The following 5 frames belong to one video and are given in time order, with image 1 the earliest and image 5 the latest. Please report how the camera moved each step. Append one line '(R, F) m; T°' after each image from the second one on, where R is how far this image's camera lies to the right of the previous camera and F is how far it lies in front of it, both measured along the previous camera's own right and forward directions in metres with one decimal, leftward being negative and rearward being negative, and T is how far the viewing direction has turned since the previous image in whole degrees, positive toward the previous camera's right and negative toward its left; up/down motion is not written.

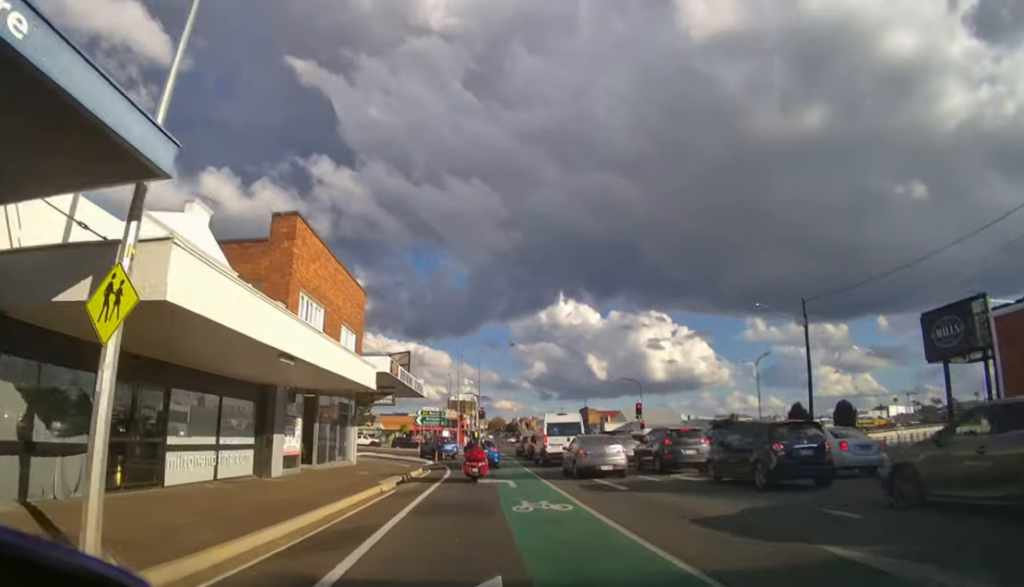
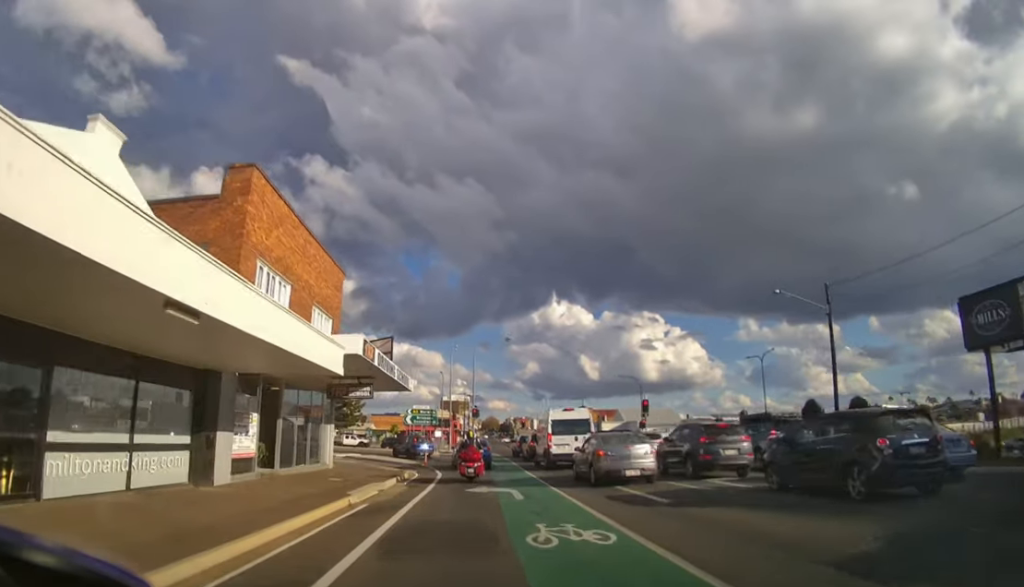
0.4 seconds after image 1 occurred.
(0.0, +3.4) m; +1°
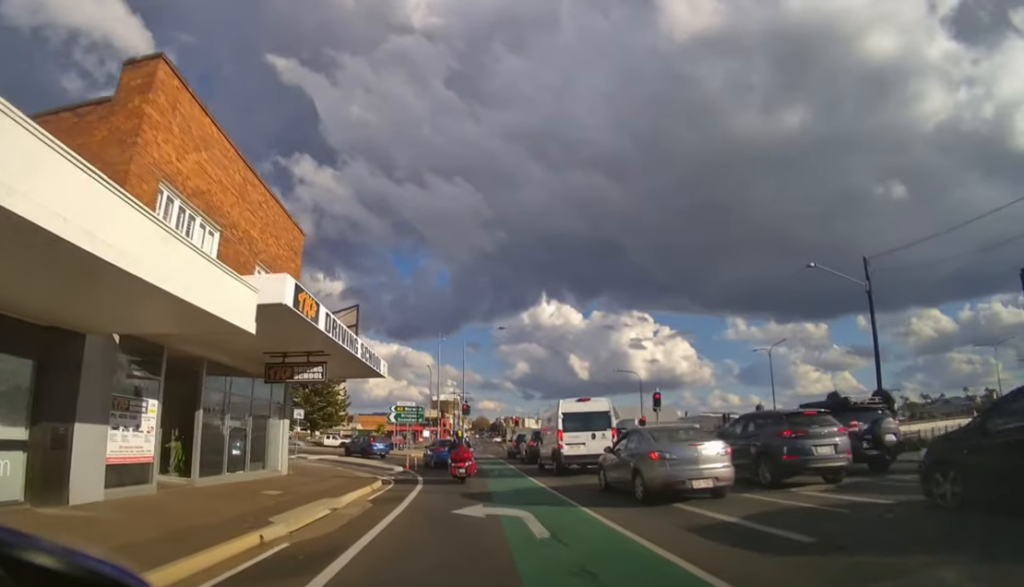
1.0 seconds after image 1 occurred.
(+0.1, +4.8) m; +1°
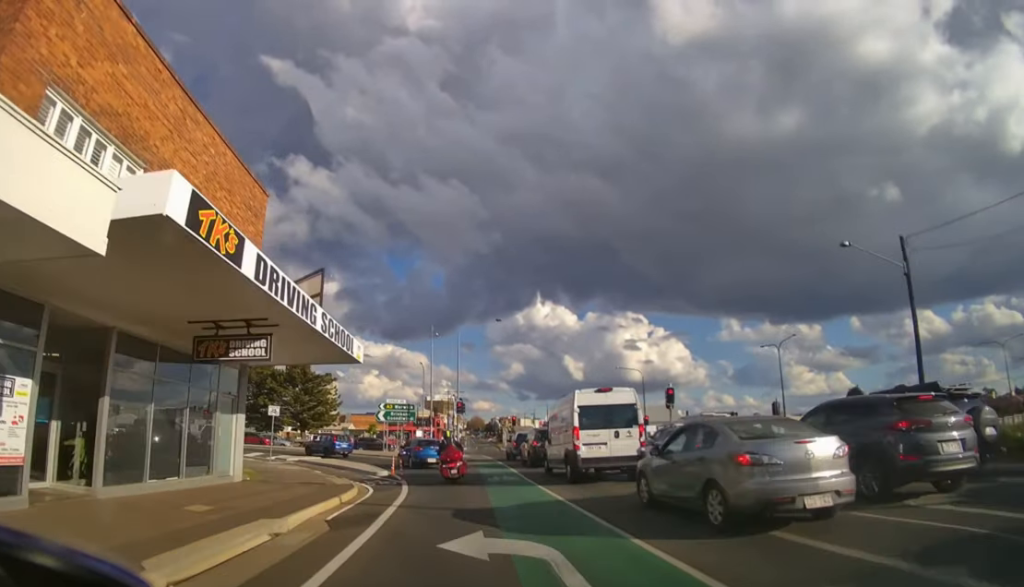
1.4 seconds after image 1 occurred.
(0.0, +3.5) m; 0°
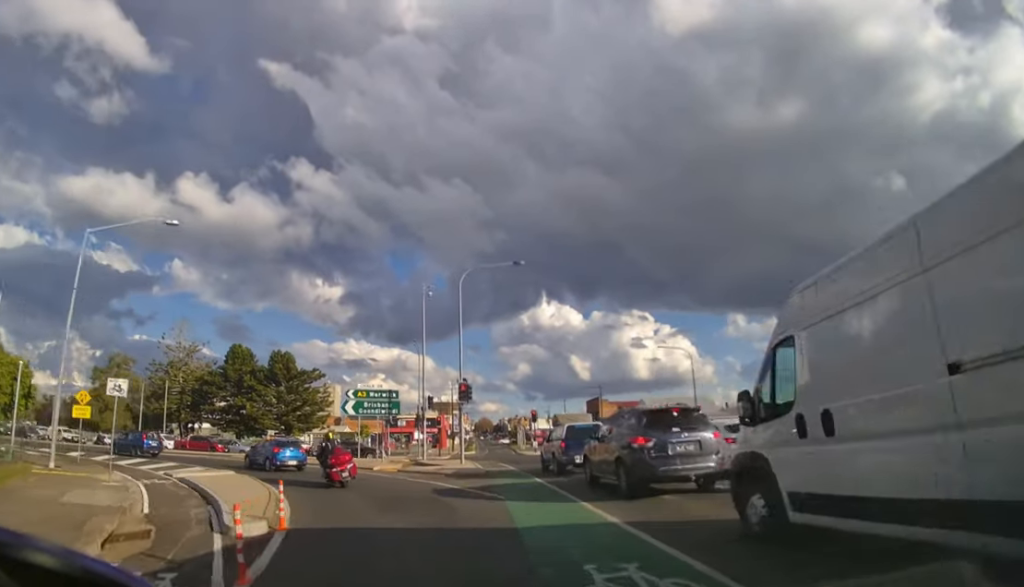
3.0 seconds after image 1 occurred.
(-0.2, +15.1) m; -4°
